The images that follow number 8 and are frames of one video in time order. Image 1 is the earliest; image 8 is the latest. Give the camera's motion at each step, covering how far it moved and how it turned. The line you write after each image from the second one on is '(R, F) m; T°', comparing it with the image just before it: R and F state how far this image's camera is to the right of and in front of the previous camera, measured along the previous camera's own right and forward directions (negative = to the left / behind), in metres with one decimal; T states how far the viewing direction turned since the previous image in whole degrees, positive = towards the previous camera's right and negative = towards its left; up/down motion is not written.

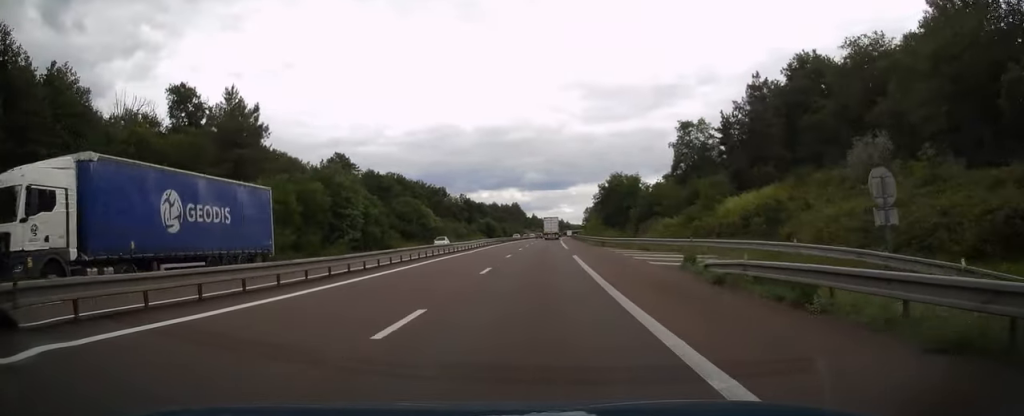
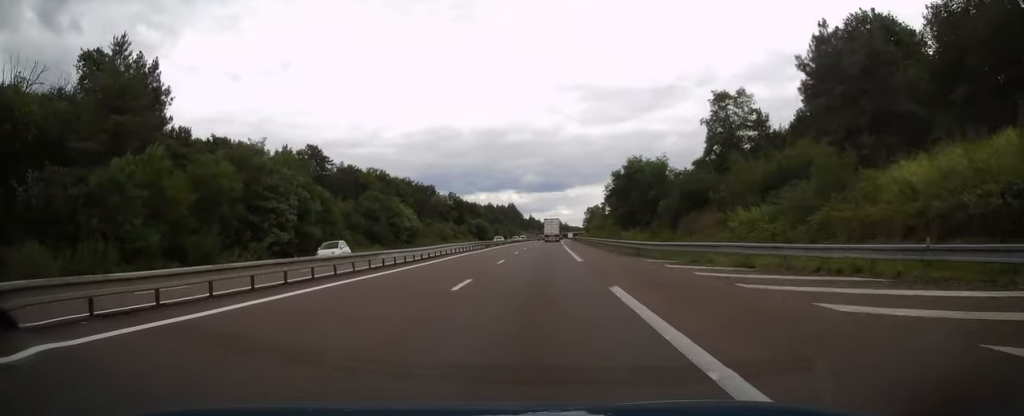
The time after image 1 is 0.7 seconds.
(+0.1, +19.7) m; 0°
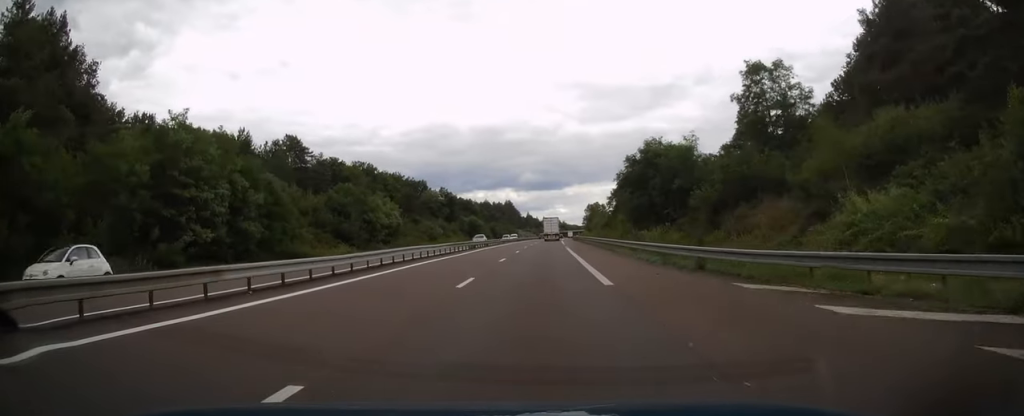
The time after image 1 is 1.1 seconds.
(+0.1, +12.3) m; 0°
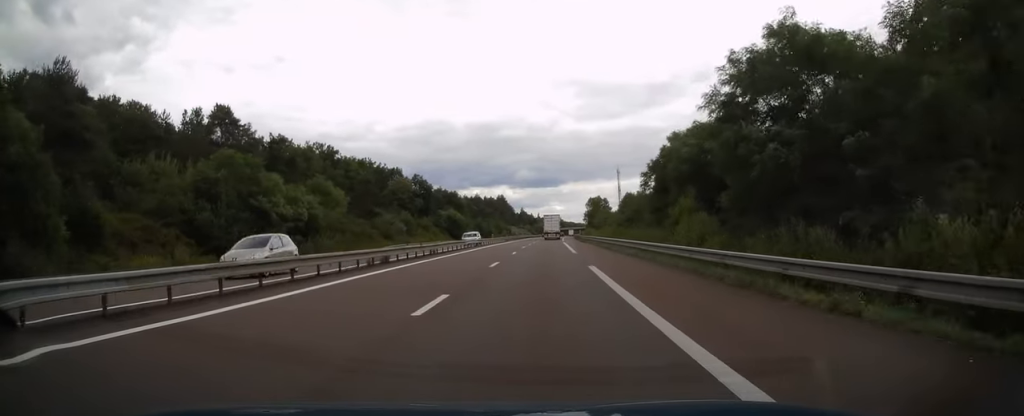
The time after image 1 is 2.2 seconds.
(0.0, +31.4) m; 0°
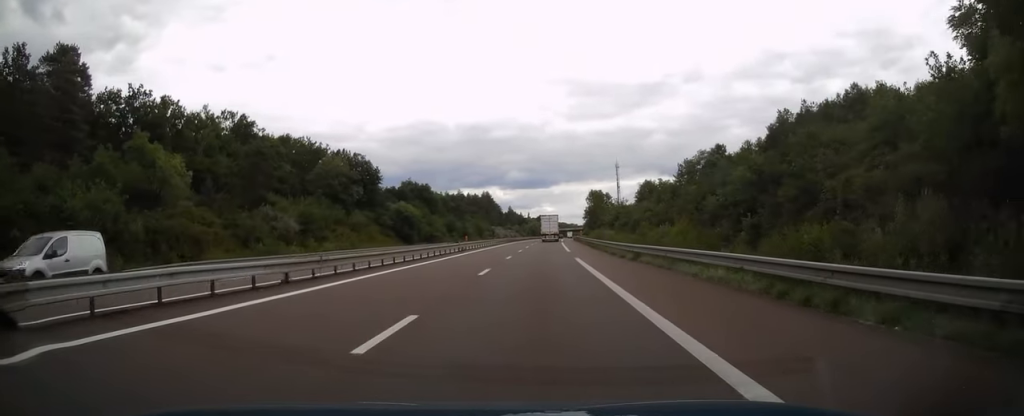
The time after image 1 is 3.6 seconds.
(+0.4, +42.2) m; +1°
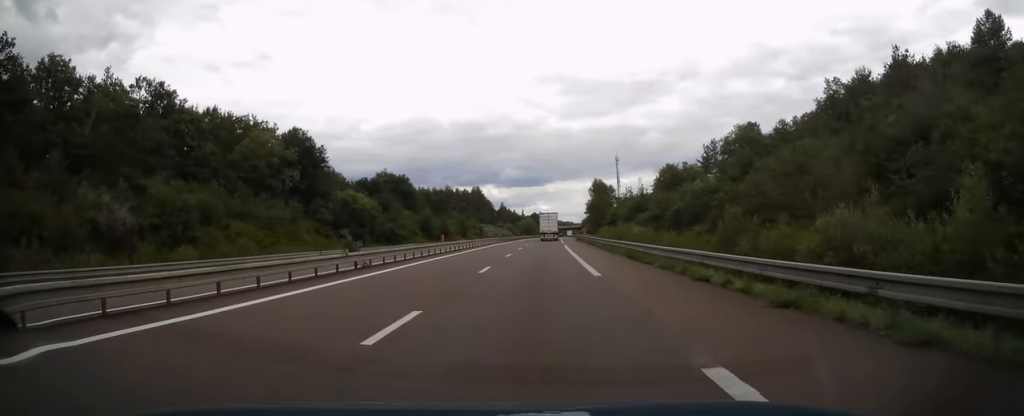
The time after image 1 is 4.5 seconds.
(+0.1, +25.5) m; 0°
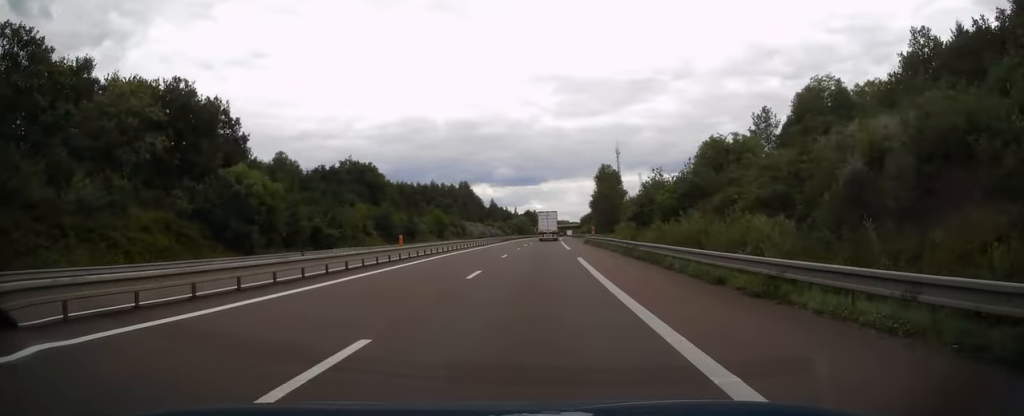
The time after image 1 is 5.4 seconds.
(0.0, +28.8) m; +1°
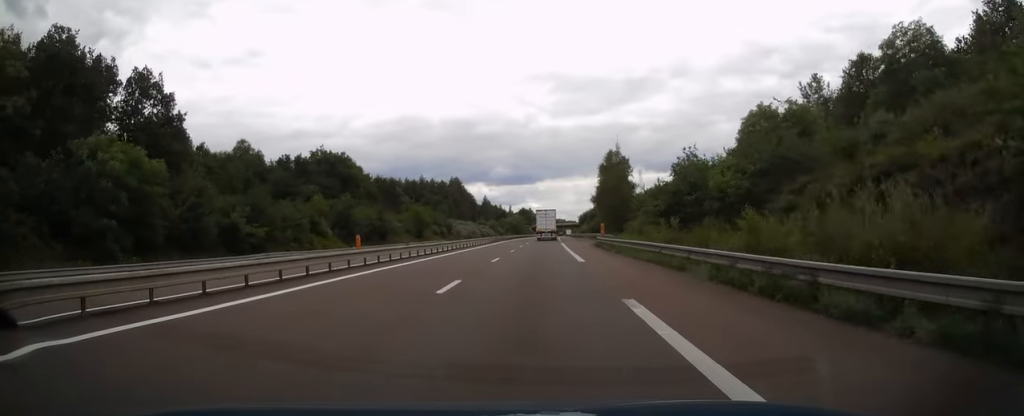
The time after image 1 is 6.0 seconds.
(+0.2, +17.5) m; 0°
